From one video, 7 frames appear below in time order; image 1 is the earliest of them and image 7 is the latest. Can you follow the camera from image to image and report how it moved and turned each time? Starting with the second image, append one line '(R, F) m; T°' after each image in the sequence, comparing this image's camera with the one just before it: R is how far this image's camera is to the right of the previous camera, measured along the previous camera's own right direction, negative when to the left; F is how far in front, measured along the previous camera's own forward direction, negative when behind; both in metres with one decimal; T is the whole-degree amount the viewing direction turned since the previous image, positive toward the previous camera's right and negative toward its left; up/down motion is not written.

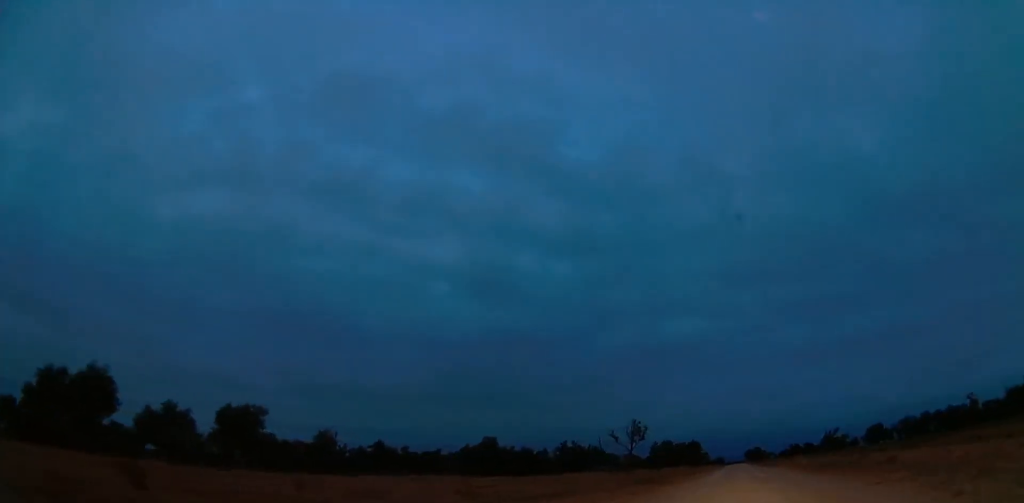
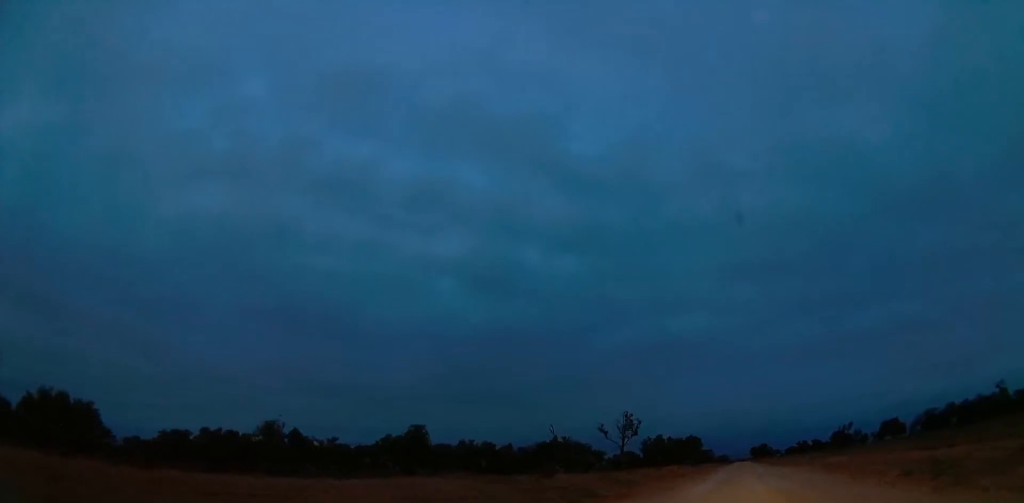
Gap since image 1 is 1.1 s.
(0.0, +19.5) m; 0°
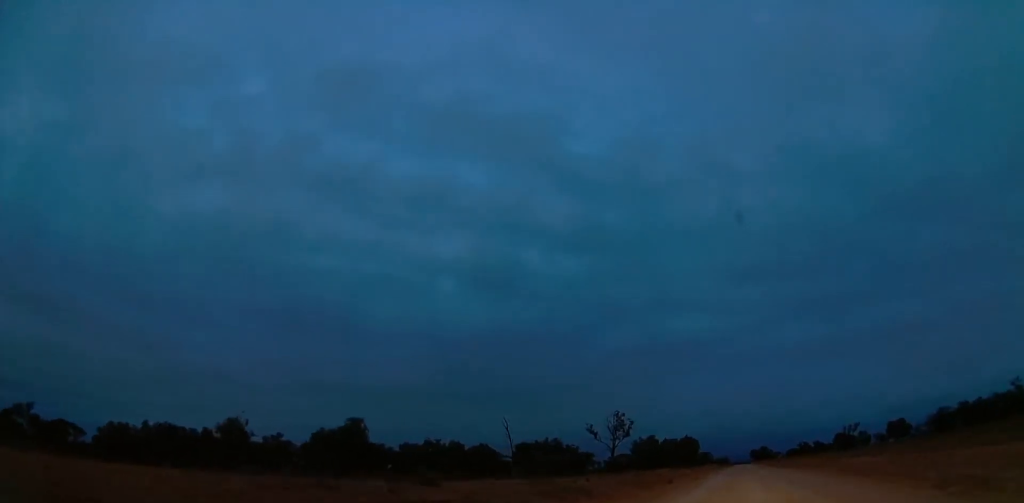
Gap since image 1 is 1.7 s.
(0.0, +8.9) m; 0°
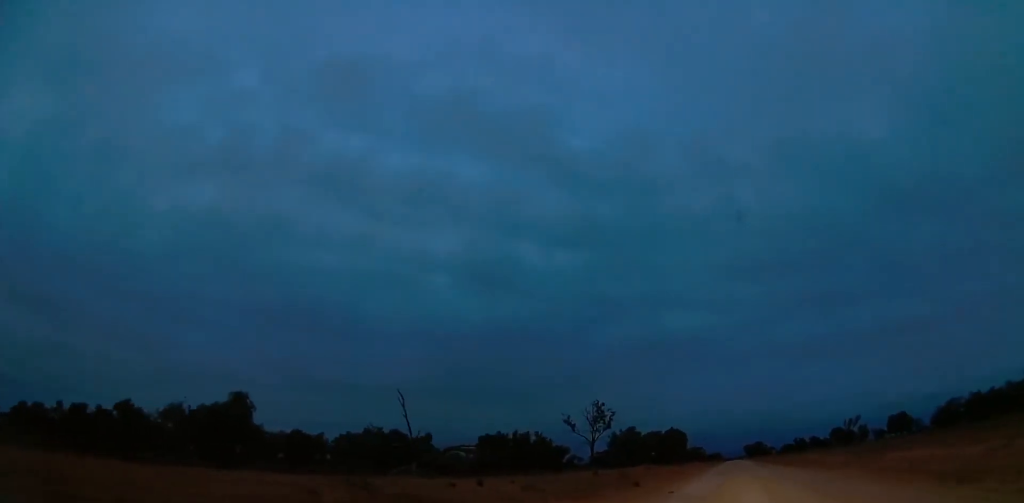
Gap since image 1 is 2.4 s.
(0.0, +10.2) m; +1°
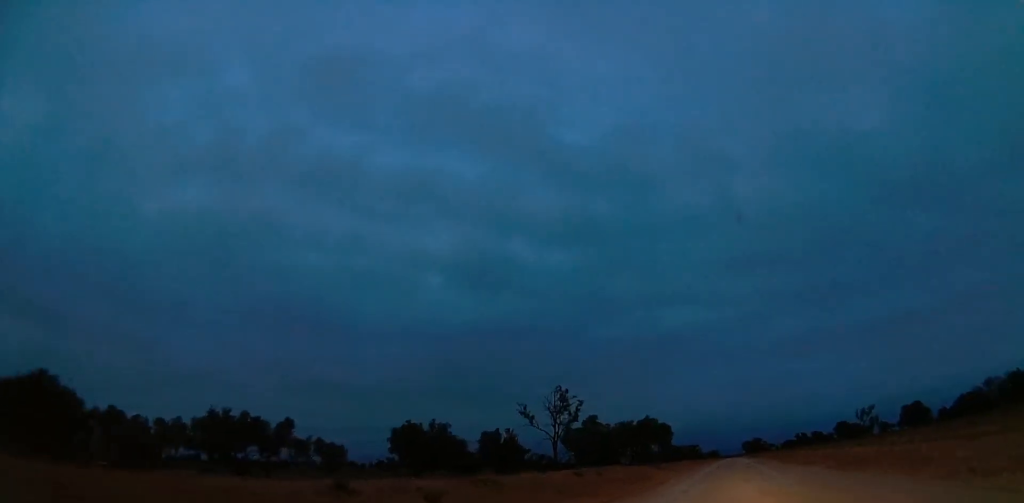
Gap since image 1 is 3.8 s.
(+0.3, +18.8) m; +2°
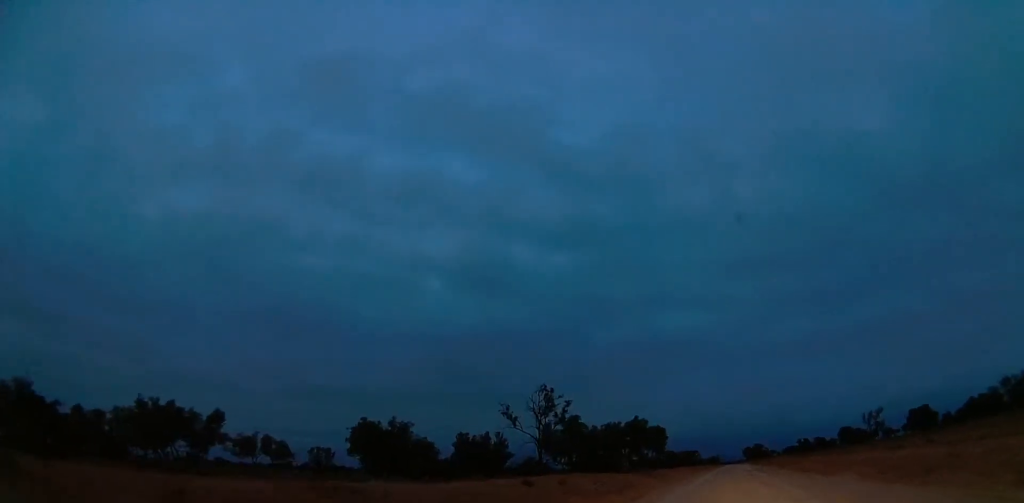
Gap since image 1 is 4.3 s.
(0.0, +6.7) m; 0°
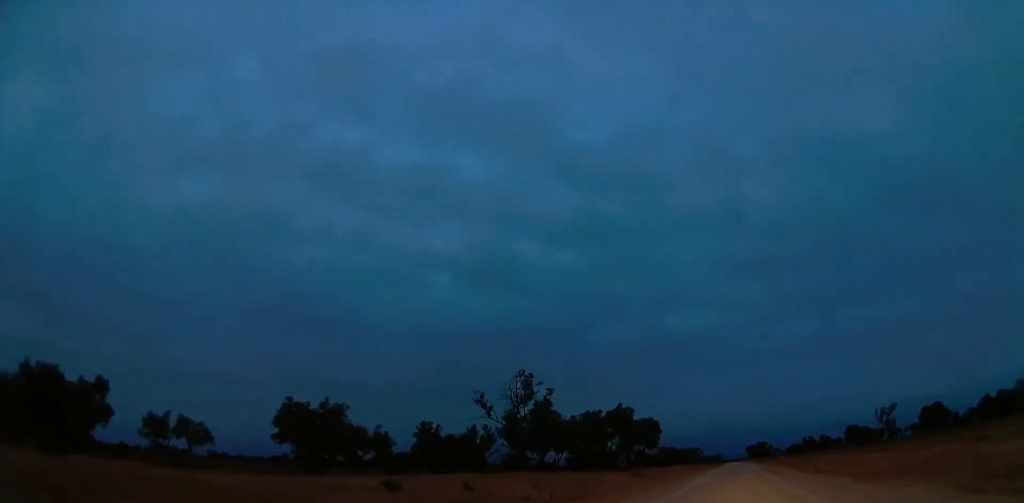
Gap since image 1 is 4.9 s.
(0.0, +9.3) m; 0°
